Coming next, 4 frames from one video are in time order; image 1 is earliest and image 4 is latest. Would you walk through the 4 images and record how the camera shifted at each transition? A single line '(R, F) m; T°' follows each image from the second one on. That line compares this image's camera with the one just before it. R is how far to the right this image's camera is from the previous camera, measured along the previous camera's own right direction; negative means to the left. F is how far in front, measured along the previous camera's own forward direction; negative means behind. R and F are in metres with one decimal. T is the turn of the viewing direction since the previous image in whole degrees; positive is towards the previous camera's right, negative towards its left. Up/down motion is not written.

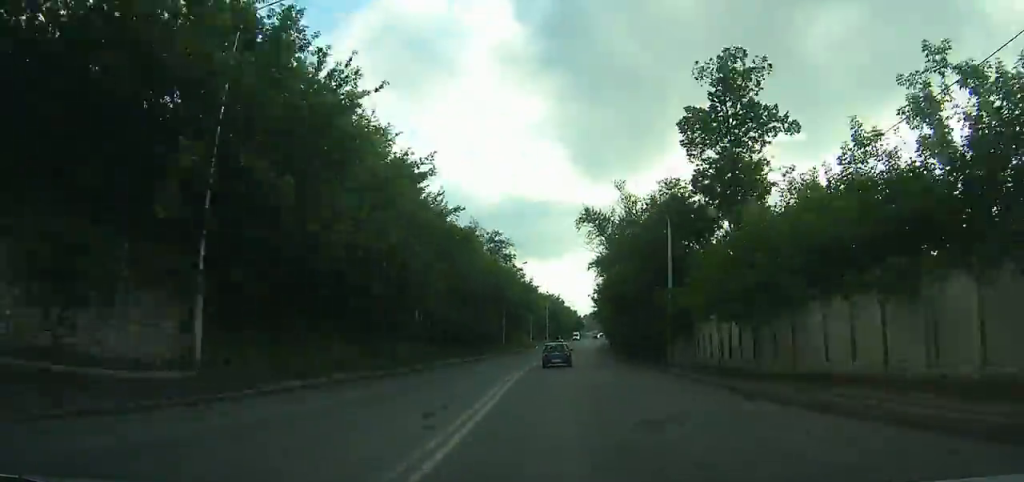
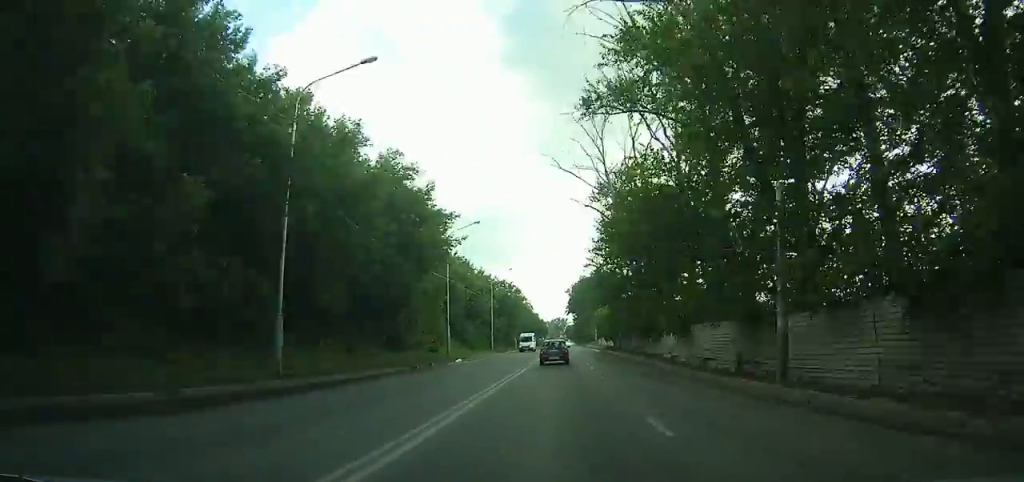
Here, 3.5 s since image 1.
(+1.6, +57.9) m; +3°
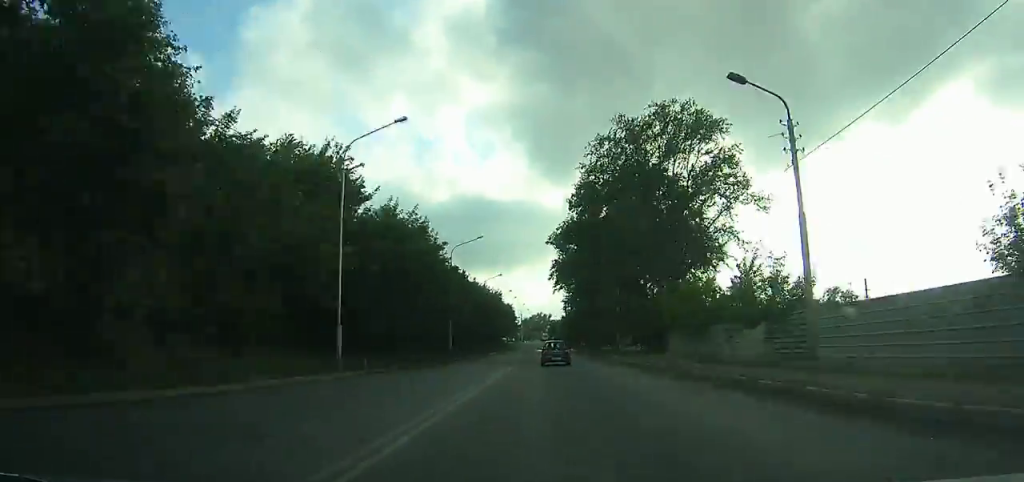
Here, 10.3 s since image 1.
(+3.1, +115.8) m; +2°
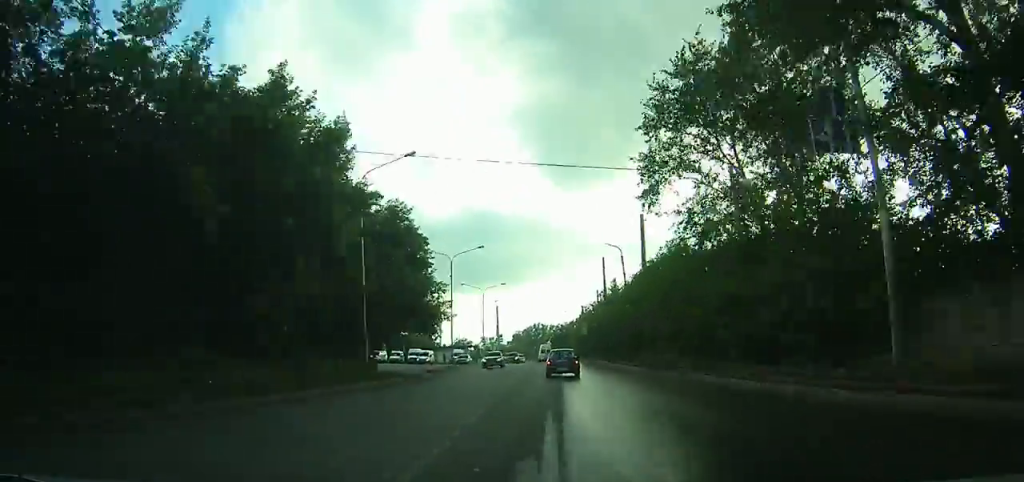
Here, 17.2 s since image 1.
(+0.7, +111.8) m; +1°
